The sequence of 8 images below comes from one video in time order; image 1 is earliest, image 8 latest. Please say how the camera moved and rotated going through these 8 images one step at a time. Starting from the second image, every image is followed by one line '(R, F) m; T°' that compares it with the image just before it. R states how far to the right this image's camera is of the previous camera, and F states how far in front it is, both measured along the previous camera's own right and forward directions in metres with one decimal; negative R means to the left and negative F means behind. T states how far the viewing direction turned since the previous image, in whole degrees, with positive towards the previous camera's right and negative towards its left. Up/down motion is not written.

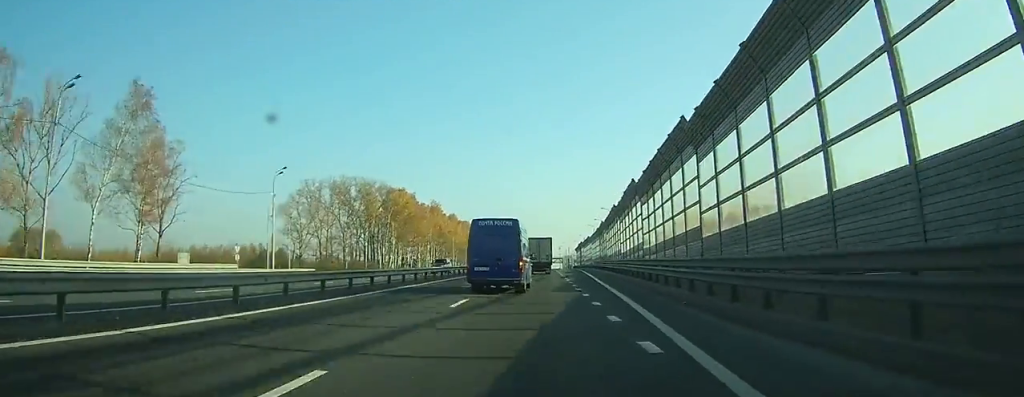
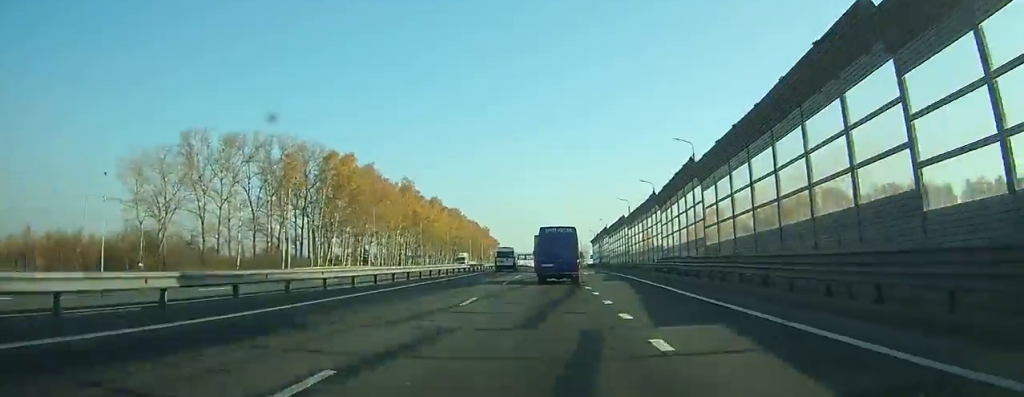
(-0.5, +52.5) m; -1°
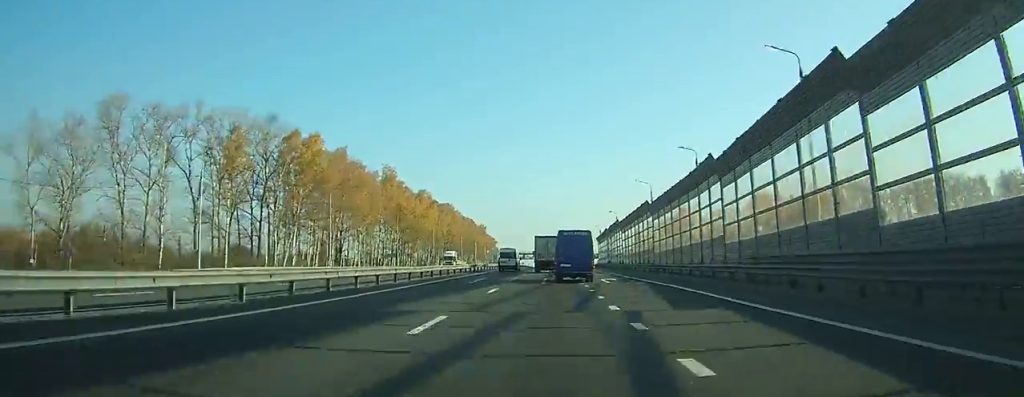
(-0.1, +18.0) m; 0°
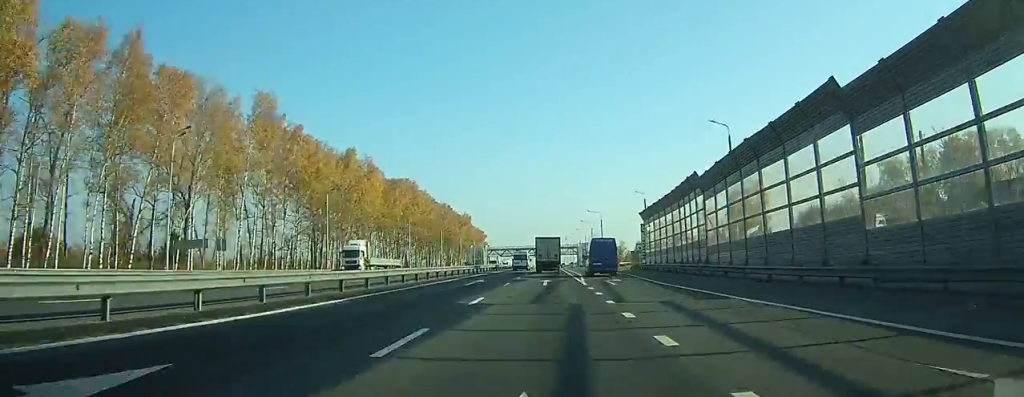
(-0.1, +62.2) m; 0°
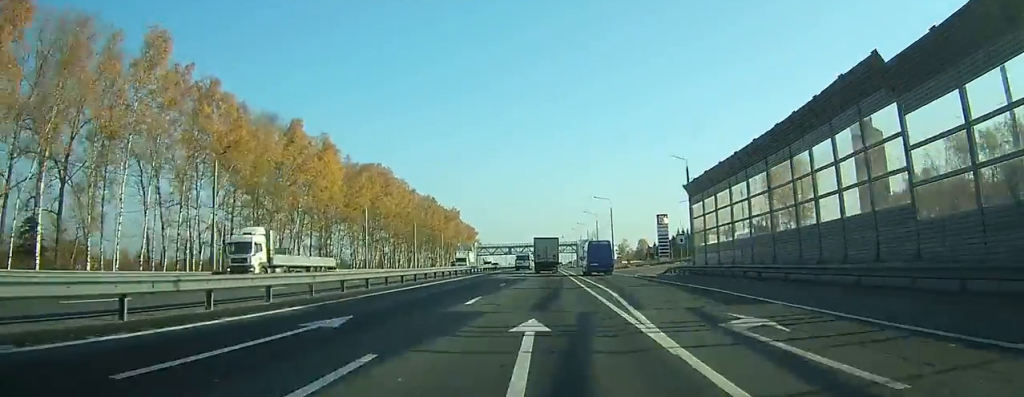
(+0.1, +21.5) m; 0°
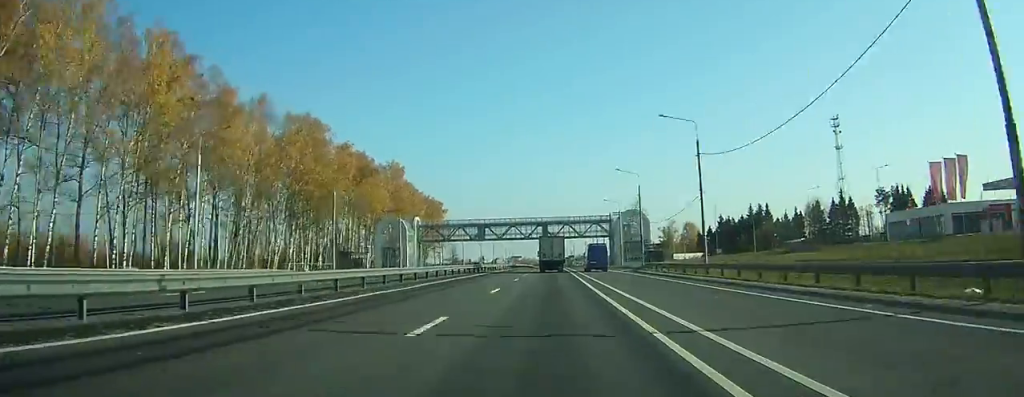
(+1.1, +95.9) m; +1°
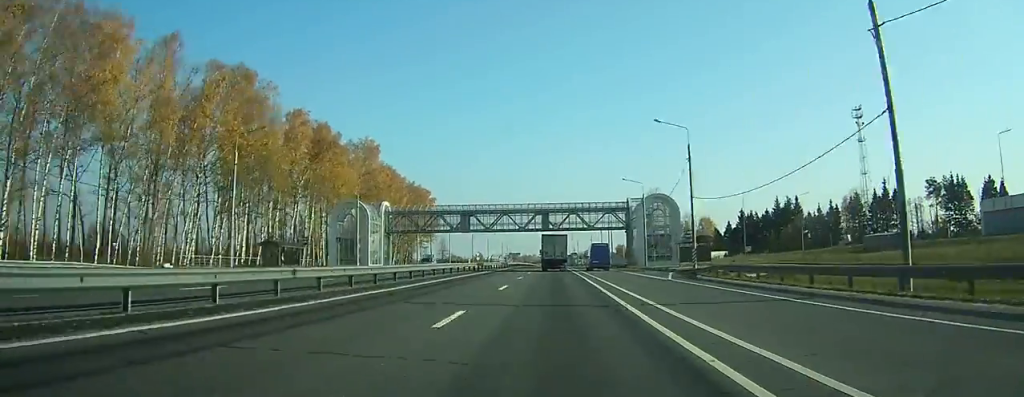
(-0.1, +22.8) m; 0°
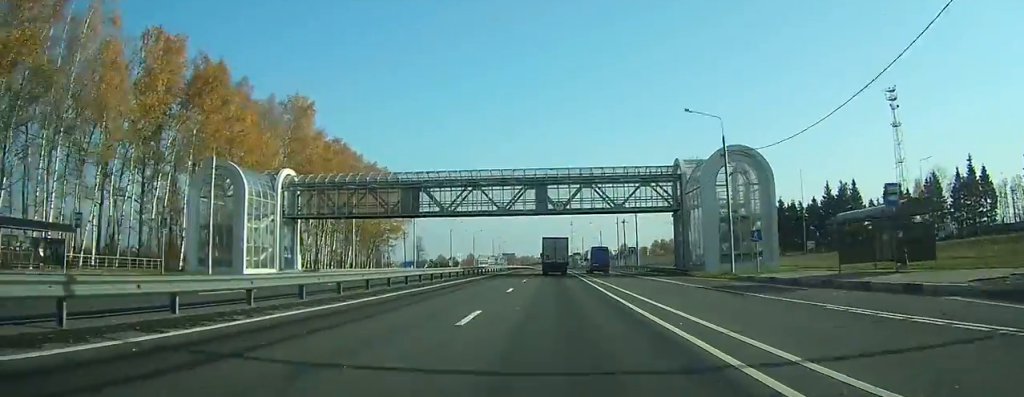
(-0.1, +35.0) m; 0°
